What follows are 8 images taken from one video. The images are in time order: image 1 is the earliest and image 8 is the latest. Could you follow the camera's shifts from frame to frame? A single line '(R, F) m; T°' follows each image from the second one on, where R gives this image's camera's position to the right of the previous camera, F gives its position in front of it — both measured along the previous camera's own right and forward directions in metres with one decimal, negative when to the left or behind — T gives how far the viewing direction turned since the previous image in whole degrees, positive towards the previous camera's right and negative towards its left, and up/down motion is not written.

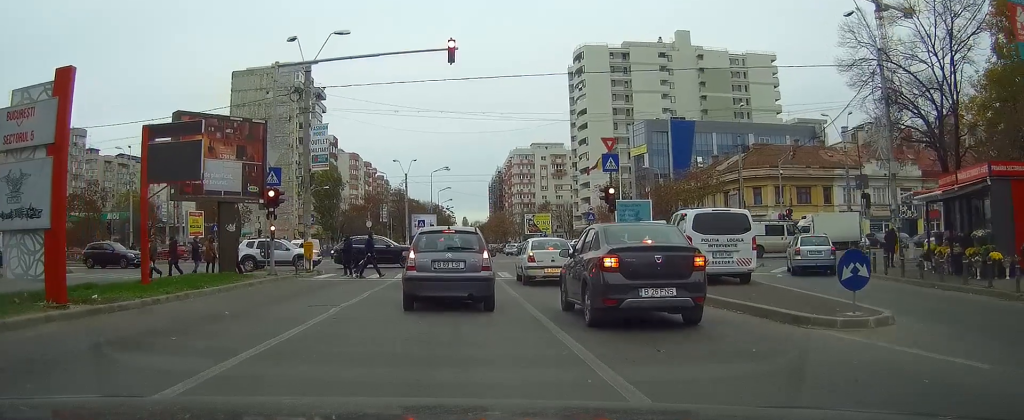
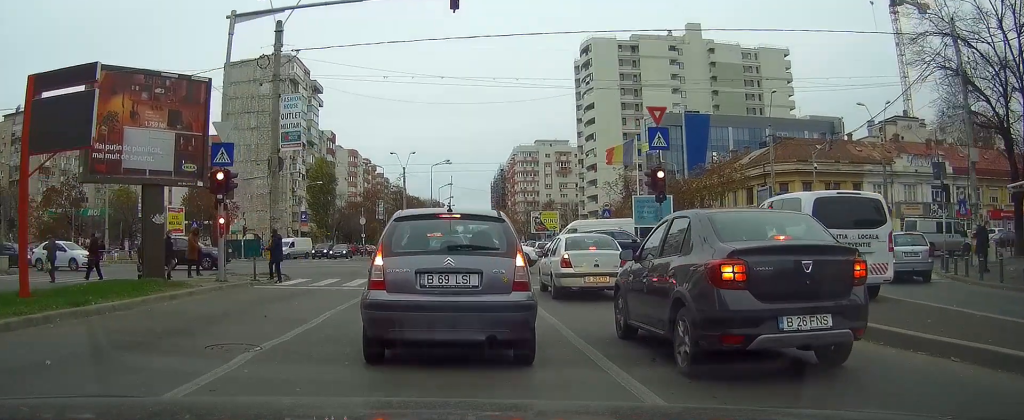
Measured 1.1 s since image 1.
(-0.3, +6.4) m; -3°
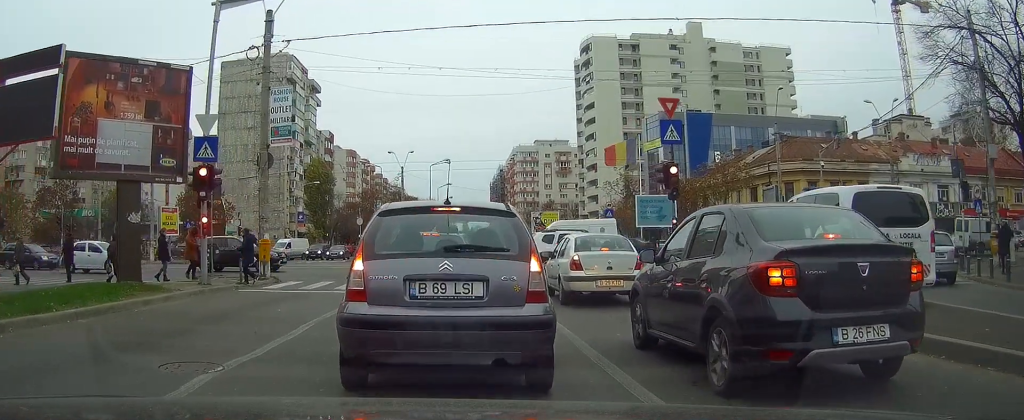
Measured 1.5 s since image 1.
(0.0, +1.9) m; -1°
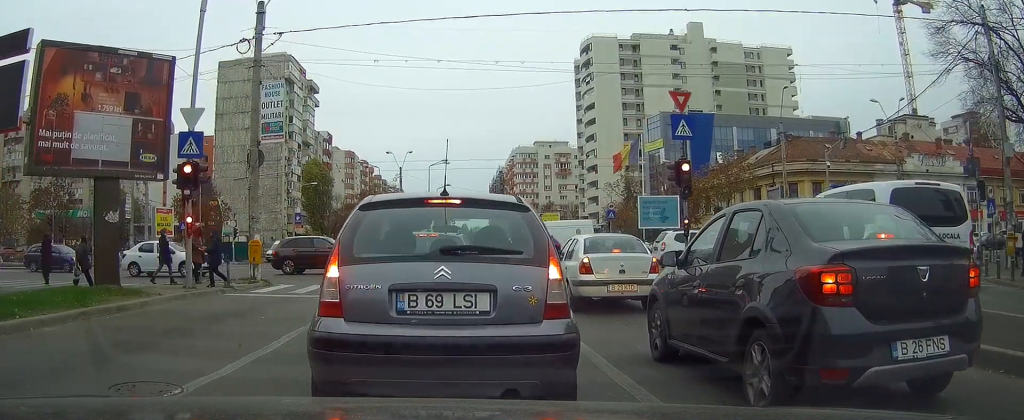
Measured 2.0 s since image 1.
(0.0, +1.4) m; -3°
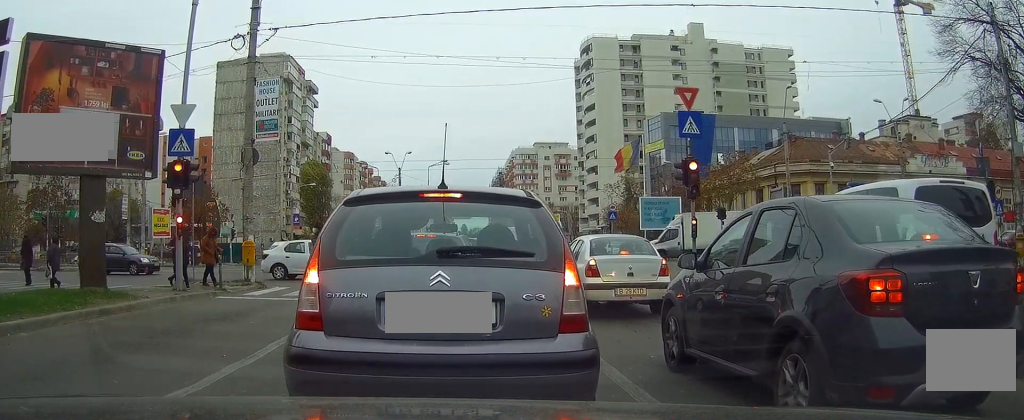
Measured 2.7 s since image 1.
(0.0, +1.5) m; -3°
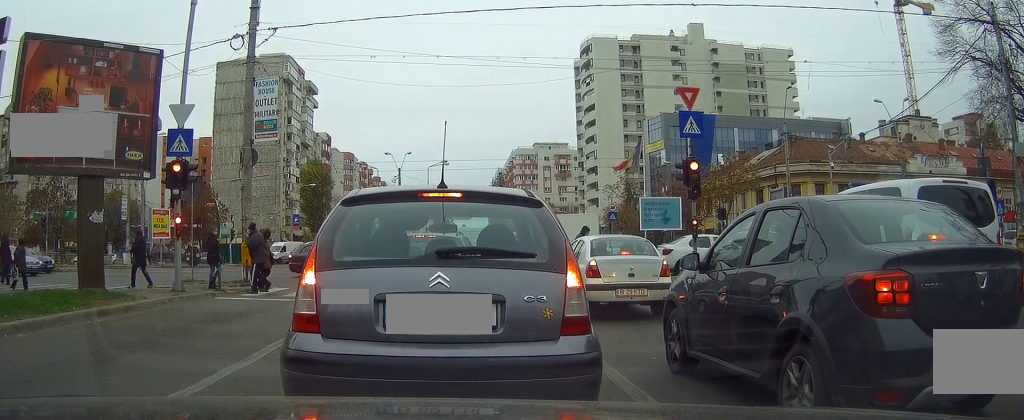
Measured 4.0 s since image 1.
(-0.2, +0.5) m; 0°
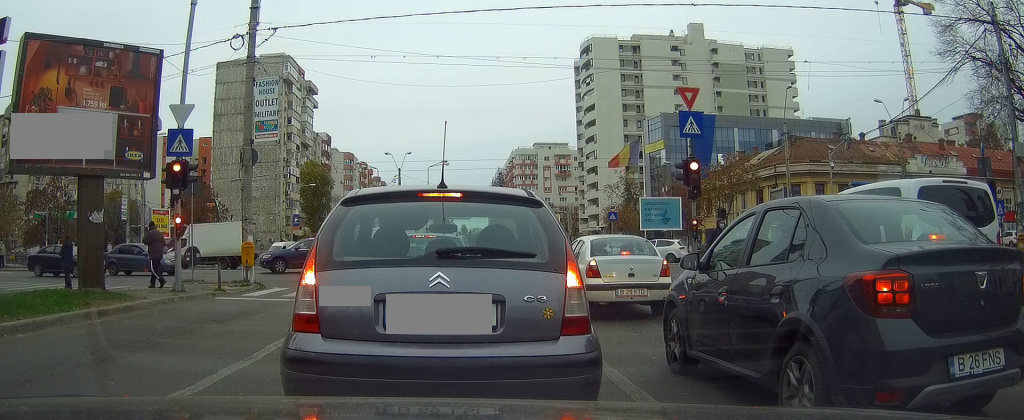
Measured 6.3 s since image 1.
(0.0, 0.0) m; 0°
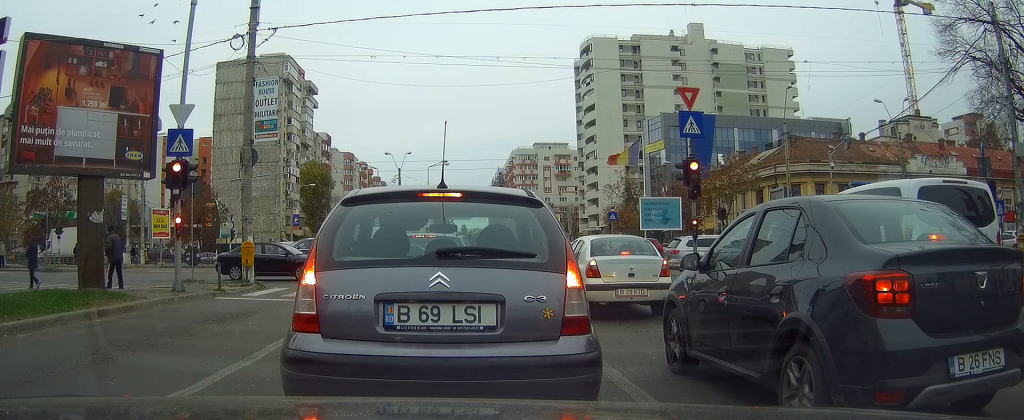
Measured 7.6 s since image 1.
(0.0, 0.0) m; 0°
